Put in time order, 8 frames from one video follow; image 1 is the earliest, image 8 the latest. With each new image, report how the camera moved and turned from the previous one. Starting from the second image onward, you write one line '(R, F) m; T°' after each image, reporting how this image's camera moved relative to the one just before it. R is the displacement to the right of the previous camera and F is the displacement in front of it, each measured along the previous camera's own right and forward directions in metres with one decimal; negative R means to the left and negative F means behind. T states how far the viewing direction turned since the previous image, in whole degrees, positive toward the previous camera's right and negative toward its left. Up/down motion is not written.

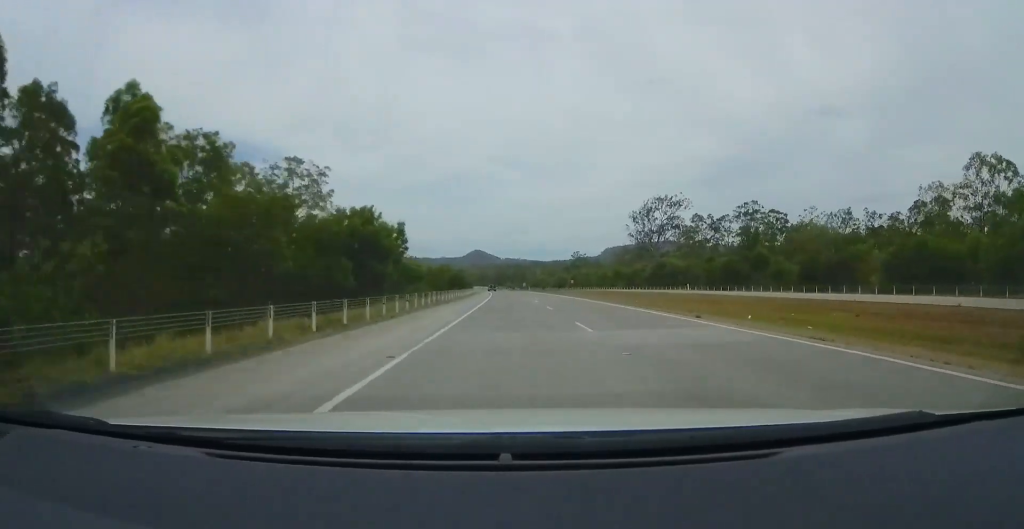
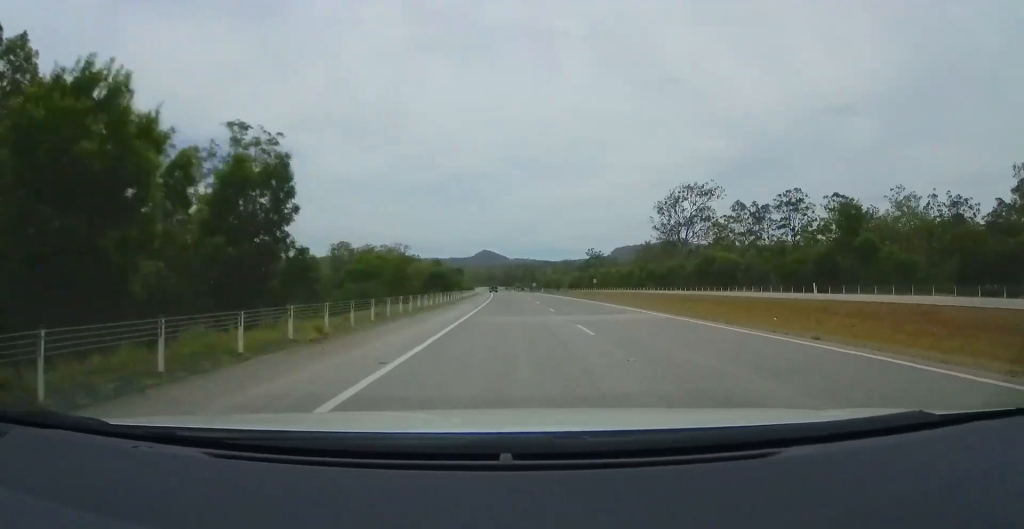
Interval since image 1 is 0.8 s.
(-0.2, +24.3) m; 0°
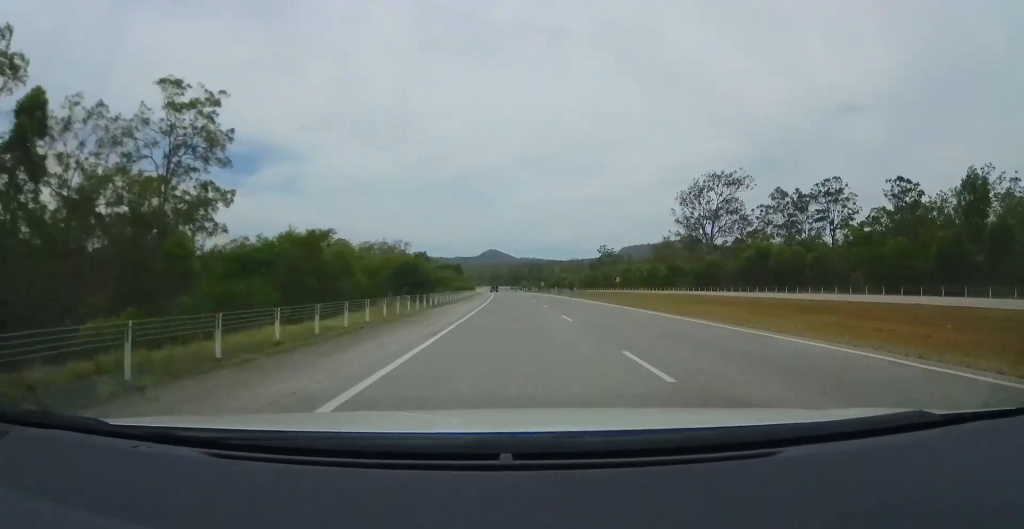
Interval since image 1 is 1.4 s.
(+0.1, +18.2) m; 0°
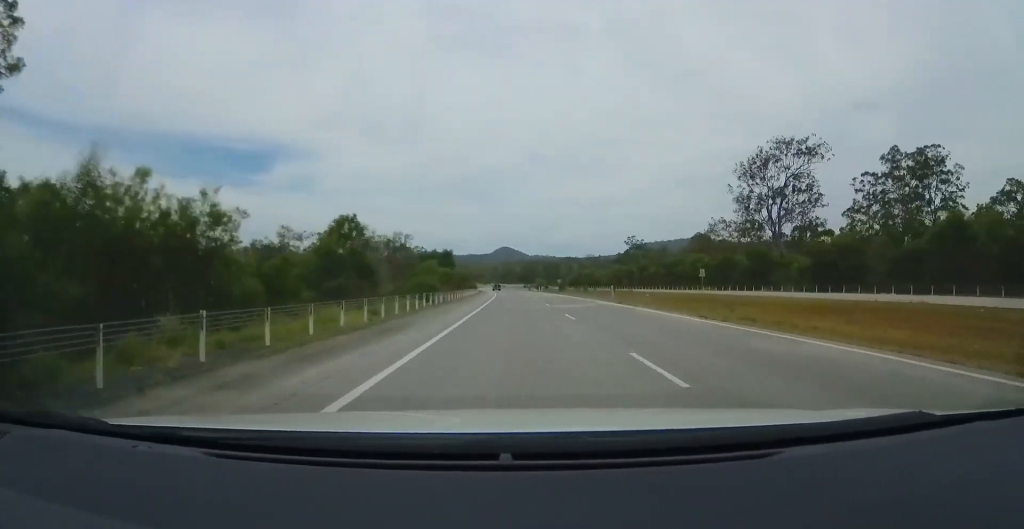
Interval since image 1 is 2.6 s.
(-0.3, +34.9) m; -2°
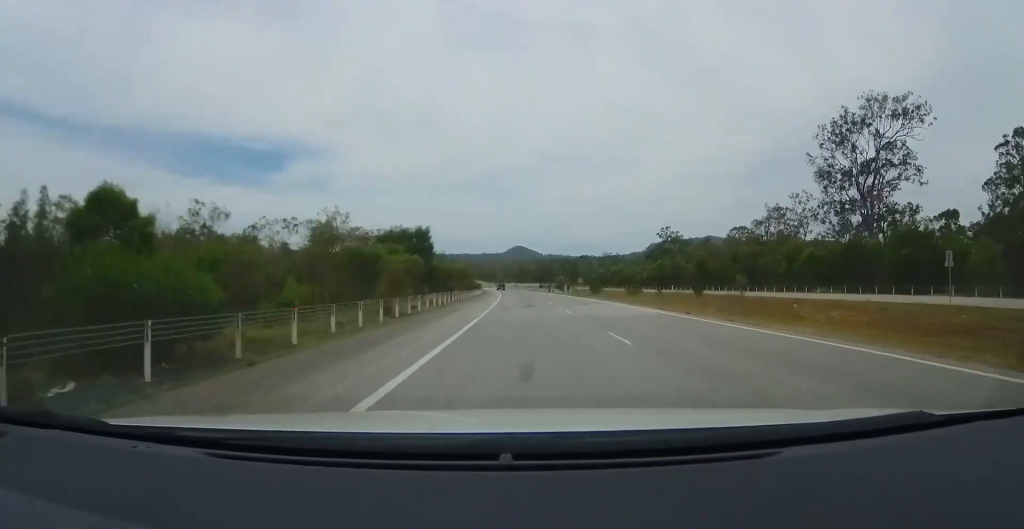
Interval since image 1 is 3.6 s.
(-0.7, +31.2) m; -2°
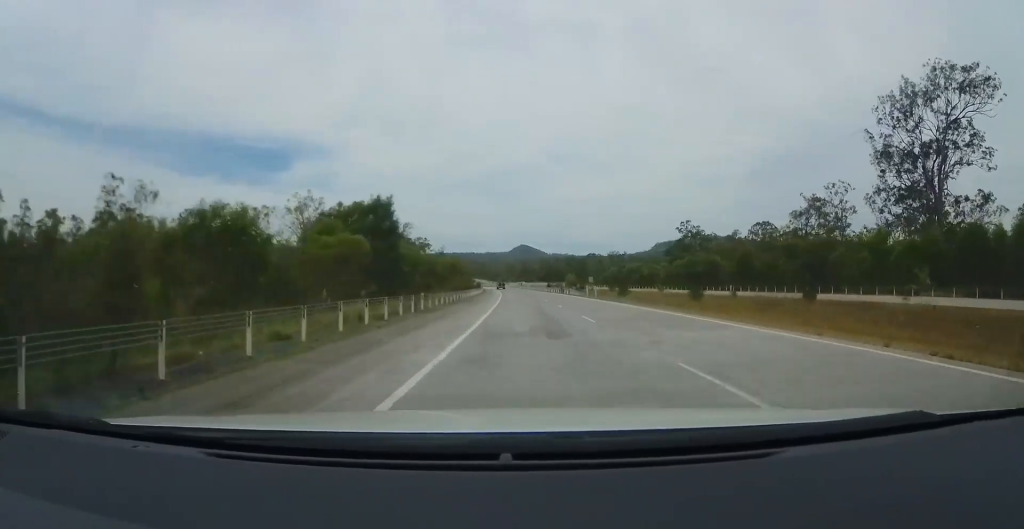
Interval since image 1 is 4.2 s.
(0.0, +16.7) m; -1°
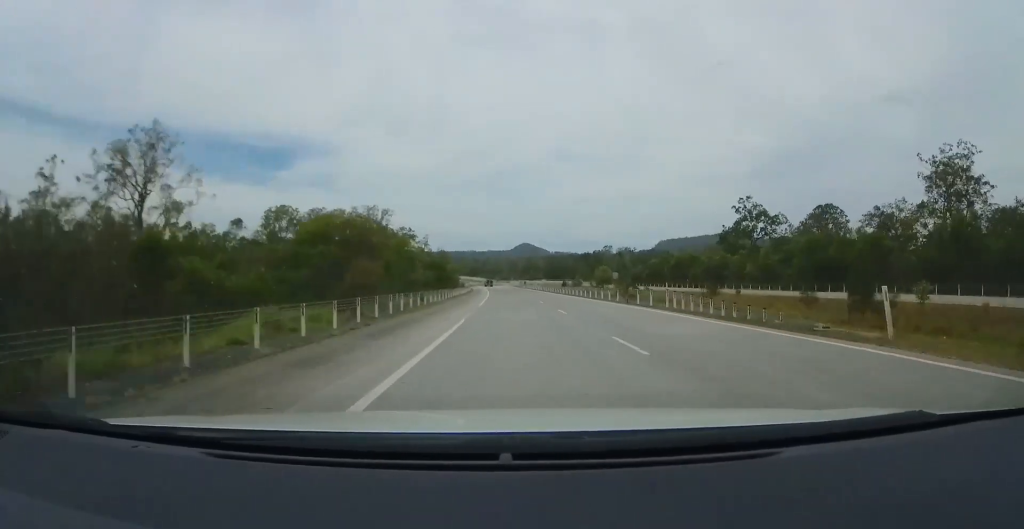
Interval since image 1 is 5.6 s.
(-0.5, +42.8) m; -1°
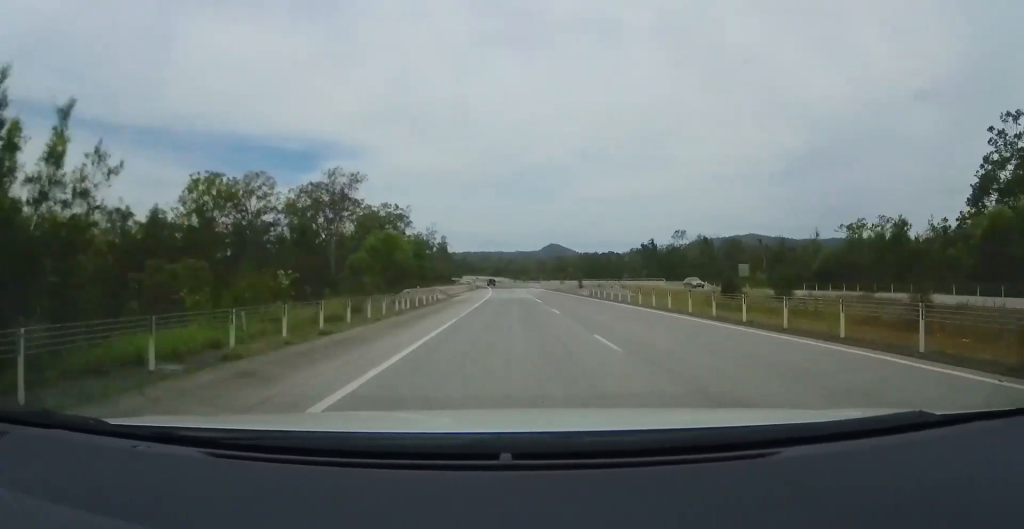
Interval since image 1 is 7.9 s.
(-0.5, +69.4) m; -2°
